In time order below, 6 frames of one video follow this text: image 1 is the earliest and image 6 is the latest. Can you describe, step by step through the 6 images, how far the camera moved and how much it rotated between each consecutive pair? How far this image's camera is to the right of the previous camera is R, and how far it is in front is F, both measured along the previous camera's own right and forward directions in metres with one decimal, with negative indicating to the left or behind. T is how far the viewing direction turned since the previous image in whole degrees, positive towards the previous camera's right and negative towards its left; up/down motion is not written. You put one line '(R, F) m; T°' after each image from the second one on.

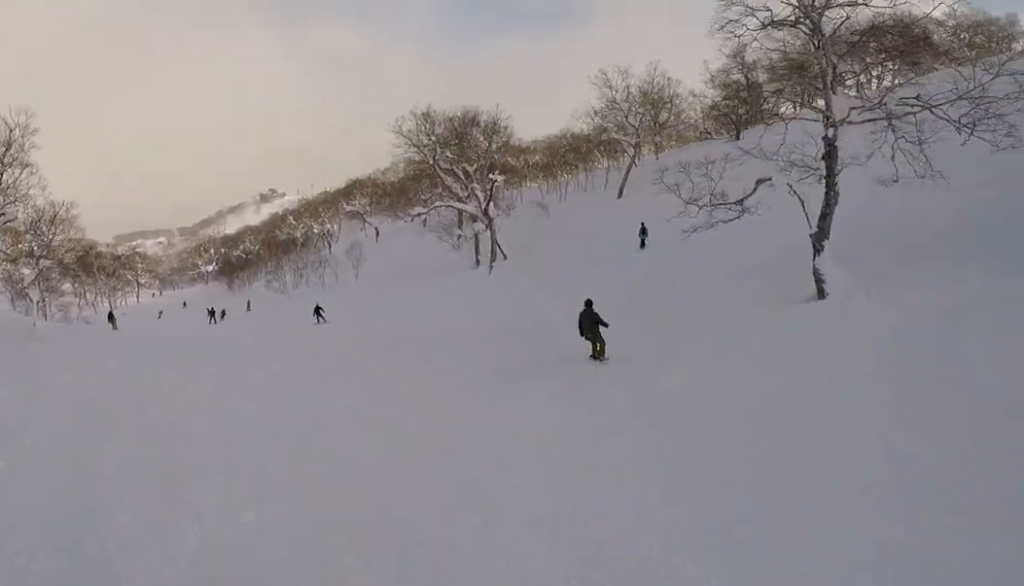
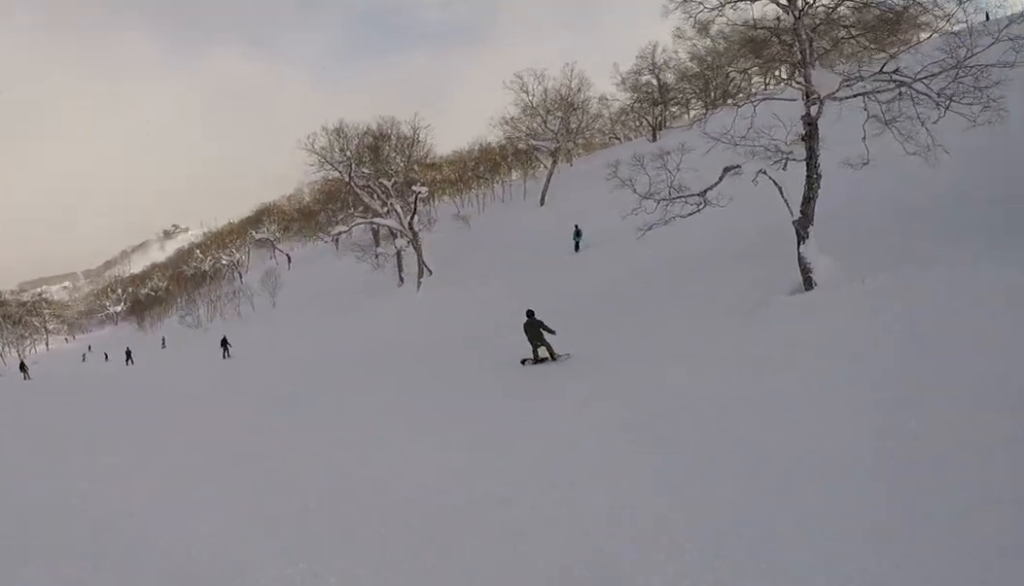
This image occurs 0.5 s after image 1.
(0.0, +2.5) m; +17°
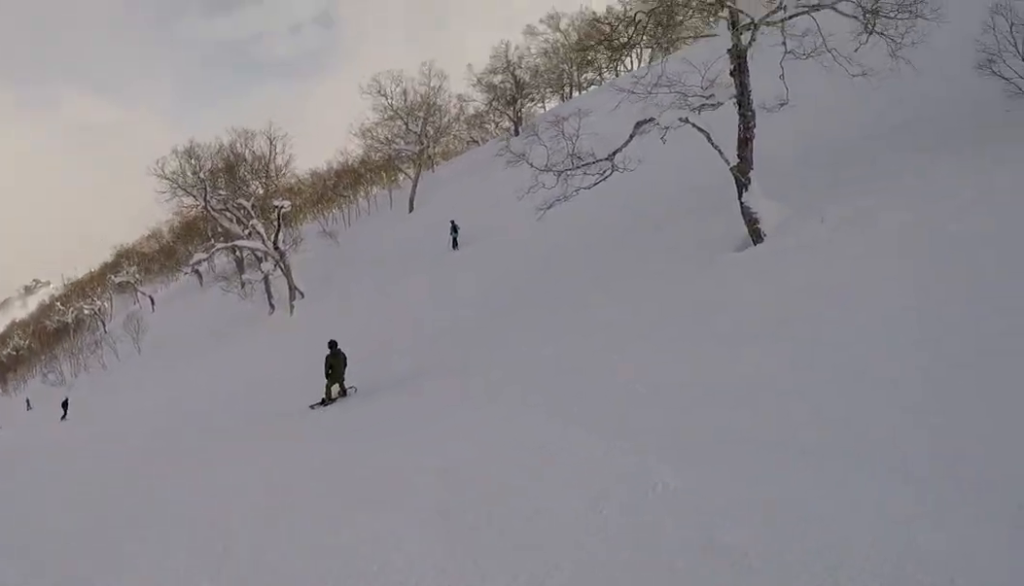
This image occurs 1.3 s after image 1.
(+1.6, +3.8) m; +25°
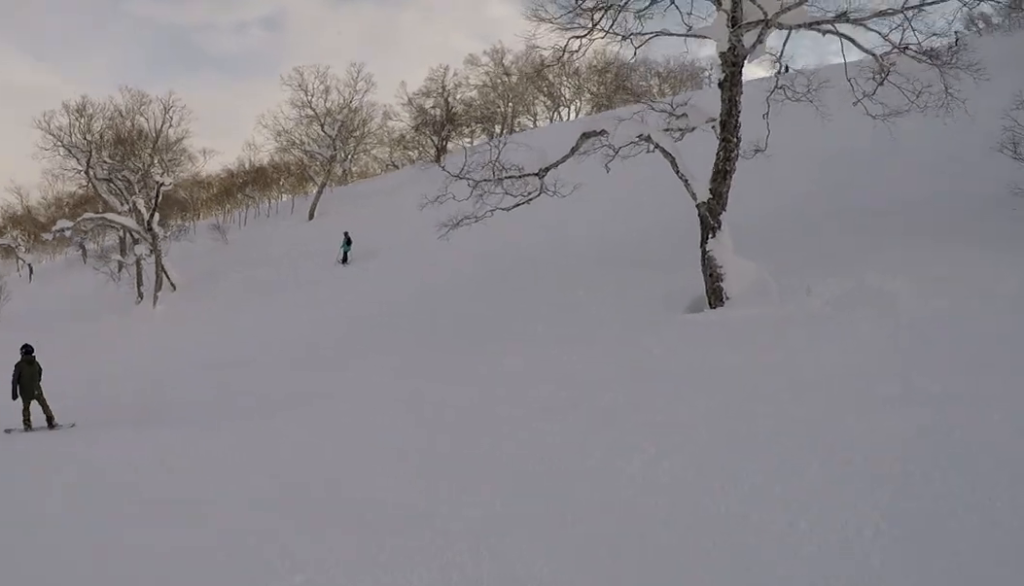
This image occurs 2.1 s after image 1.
(+0.4, +4.5) m; -6°
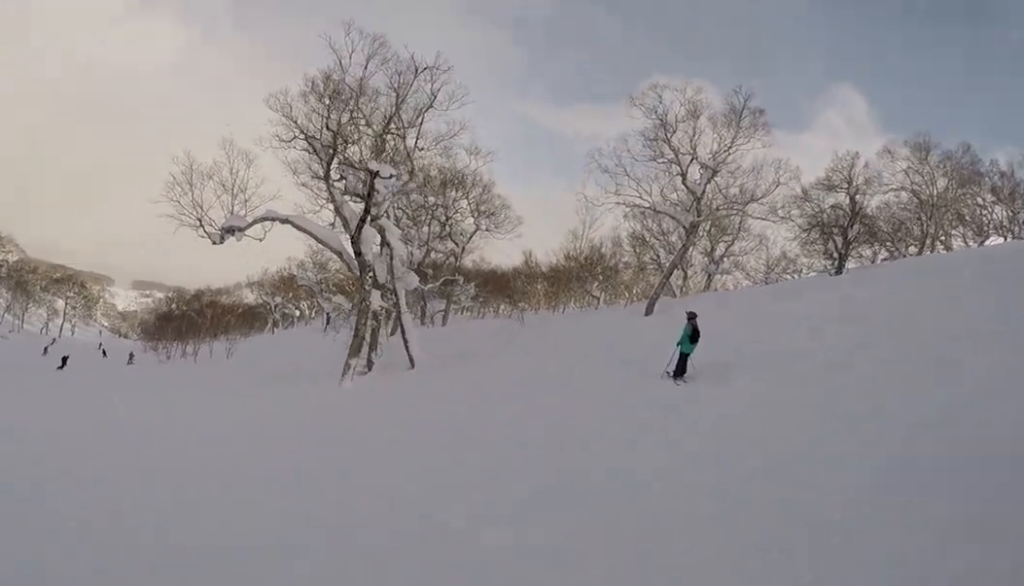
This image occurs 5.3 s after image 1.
(-3.2, +19.2) m; -9°
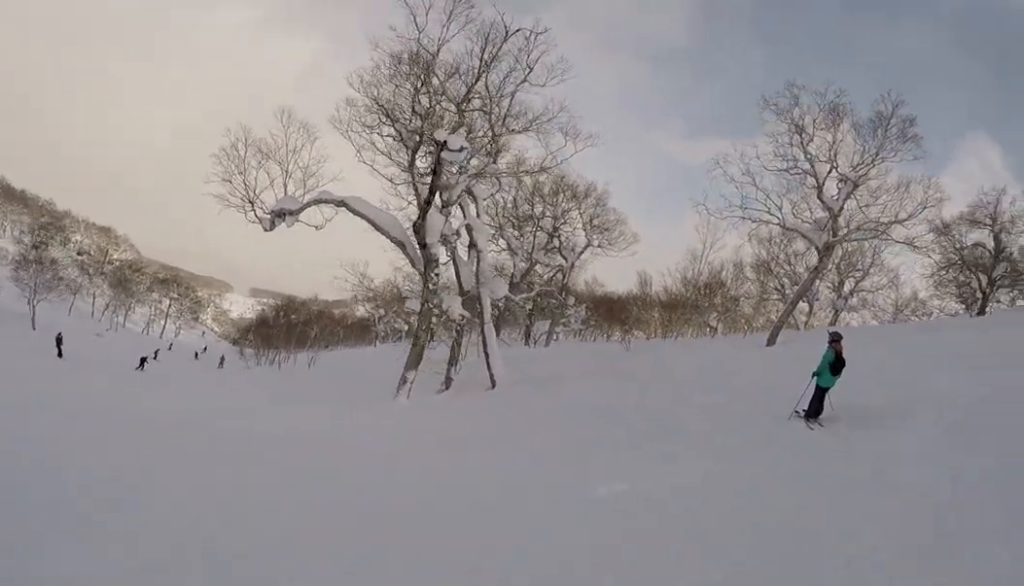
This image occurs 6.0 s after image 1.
(+0.5, +3.9) m; +5°
